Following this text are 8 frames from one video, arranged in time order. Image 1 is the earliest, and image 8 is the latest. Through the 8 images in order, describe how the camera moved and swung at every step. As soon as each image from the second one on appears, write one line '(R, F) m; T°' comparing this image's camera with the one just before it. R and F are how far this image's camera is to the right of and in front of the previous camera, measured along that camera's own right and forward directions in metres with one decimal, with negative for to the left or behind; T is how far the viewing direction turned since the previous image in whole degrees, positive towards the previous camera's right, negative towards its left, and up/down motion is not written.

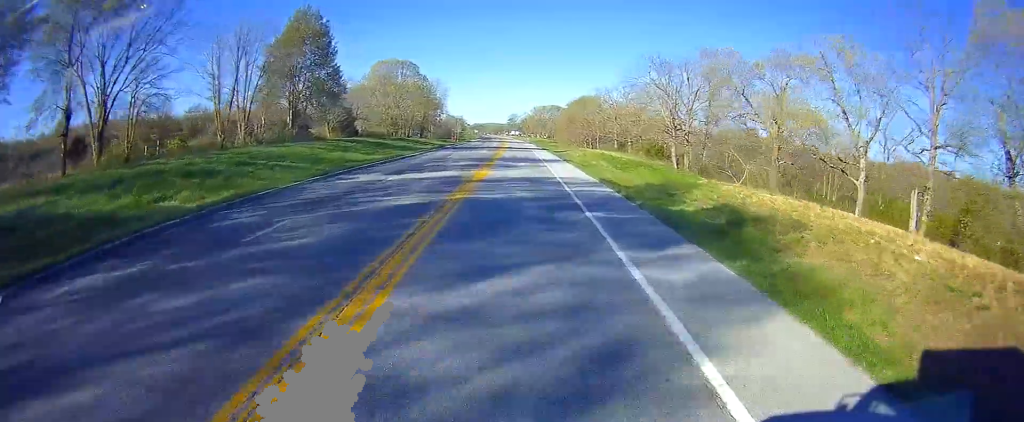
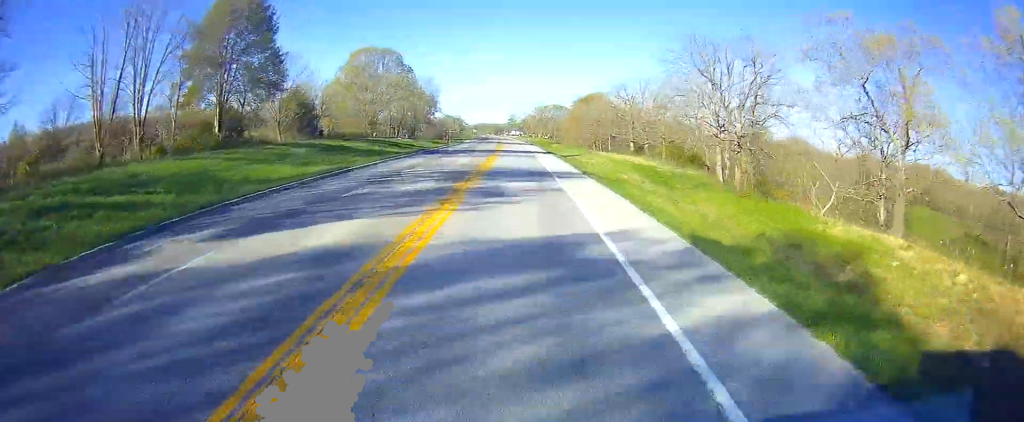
(-0.1, +16.6) m; 0°
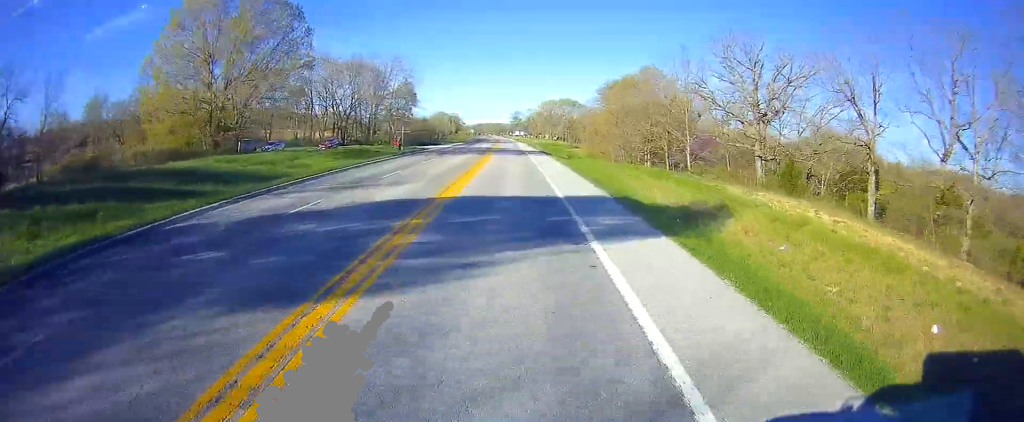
(-0.5, +52.7) m; -2°
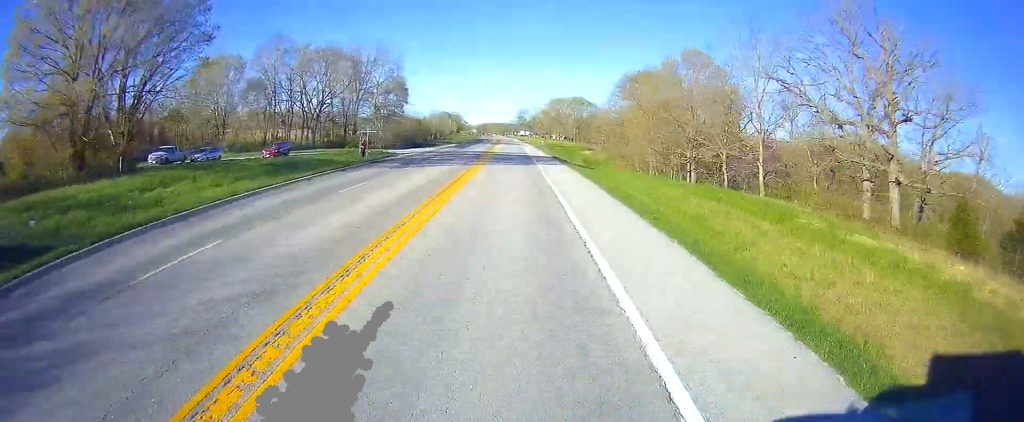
(-0.4, +18.5) m; 0°
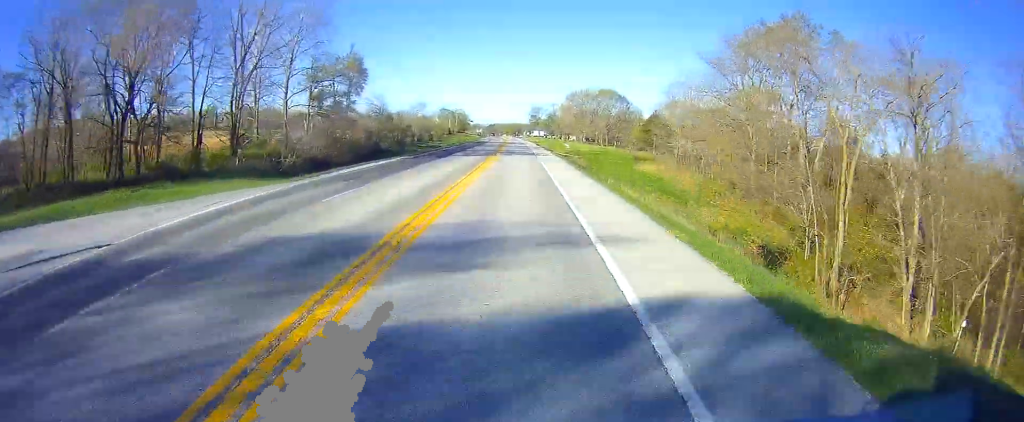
(-0.1, +50.5) m; 0°
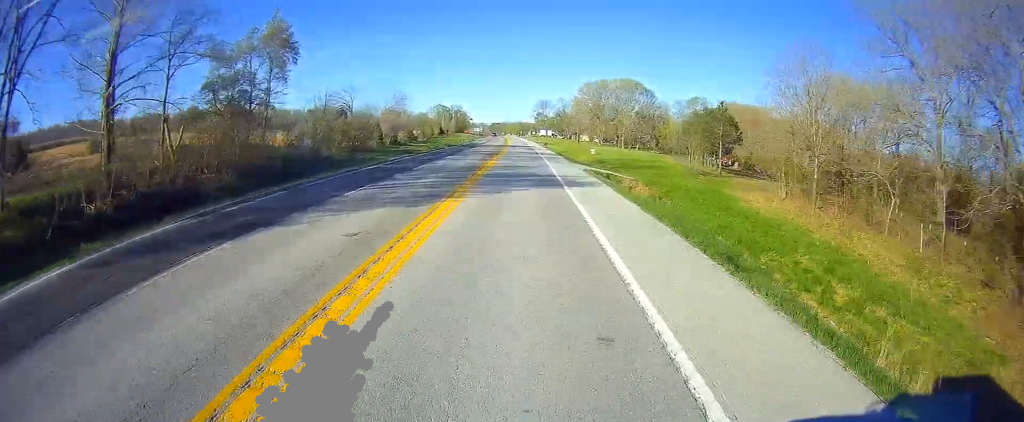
(-0.2, +34.1) m; 0°
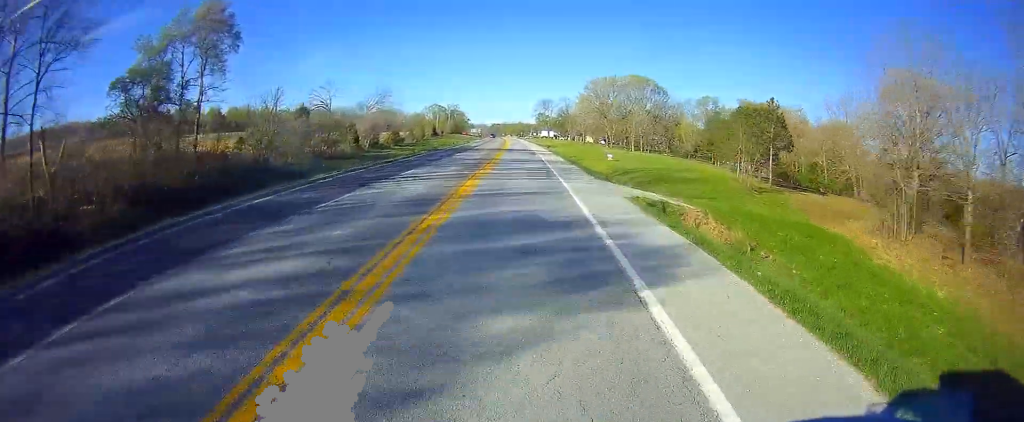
(+0.1, +15.5) m; 0°
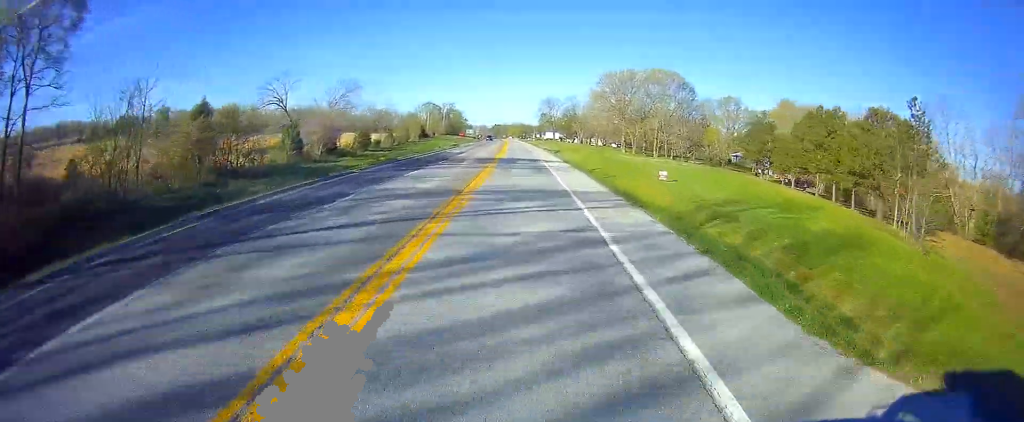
(-0.1, +23.8) m; -1°
